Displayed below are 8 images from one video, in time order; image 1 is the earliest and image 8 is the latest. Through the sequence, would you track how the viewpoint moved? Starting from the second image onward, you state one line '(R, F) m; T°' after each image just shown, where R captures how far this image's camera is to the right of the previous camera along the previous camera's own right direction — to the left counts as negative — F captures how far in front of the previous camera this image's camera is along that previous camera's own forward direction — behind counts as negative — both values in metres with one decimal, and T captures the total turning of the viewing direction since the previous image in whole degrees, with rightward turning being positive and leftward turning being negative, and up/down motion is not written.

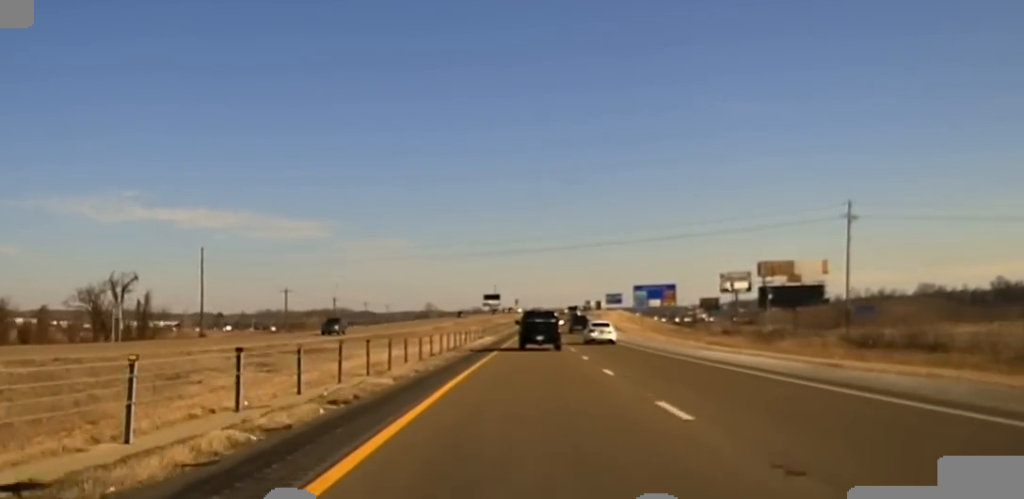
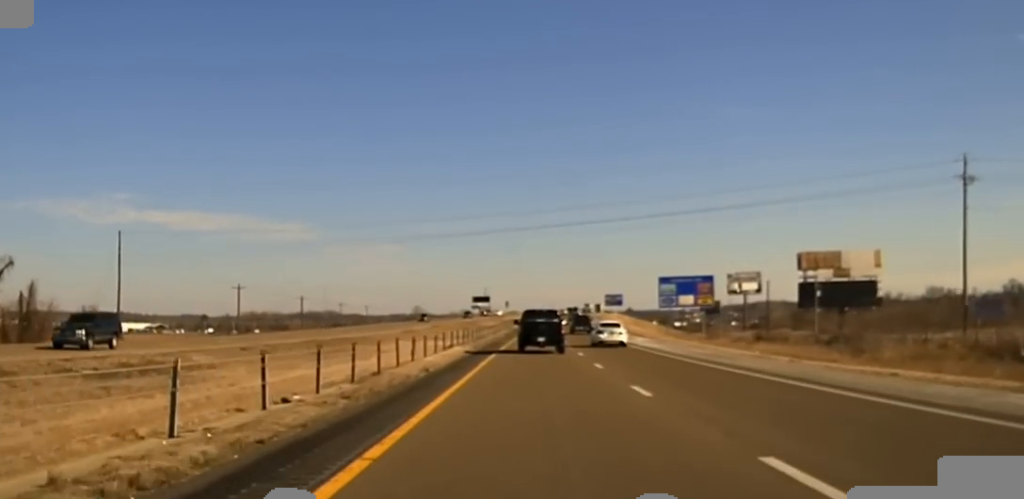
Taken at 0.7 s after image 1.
(+0.1, +28.3) m; +1°
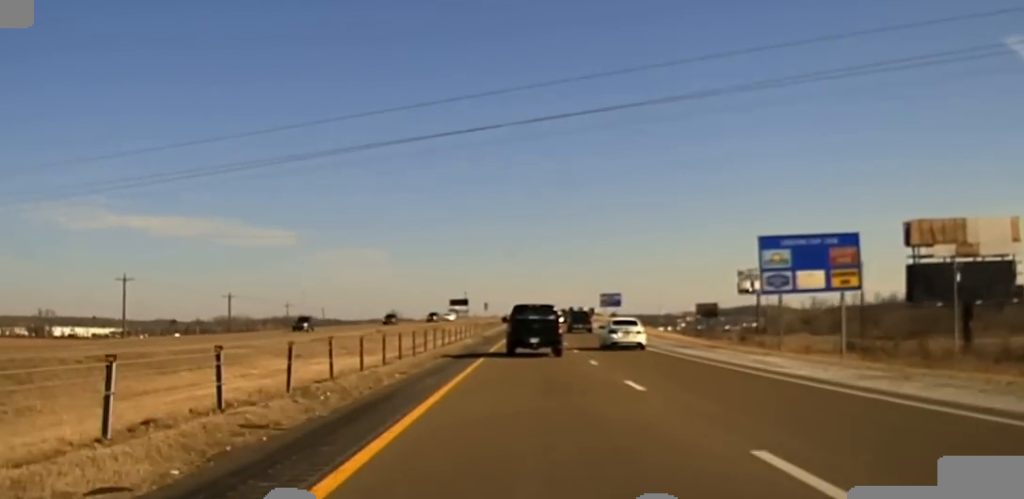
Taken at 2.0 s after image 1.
(+0.6, +50.5) m; +1°
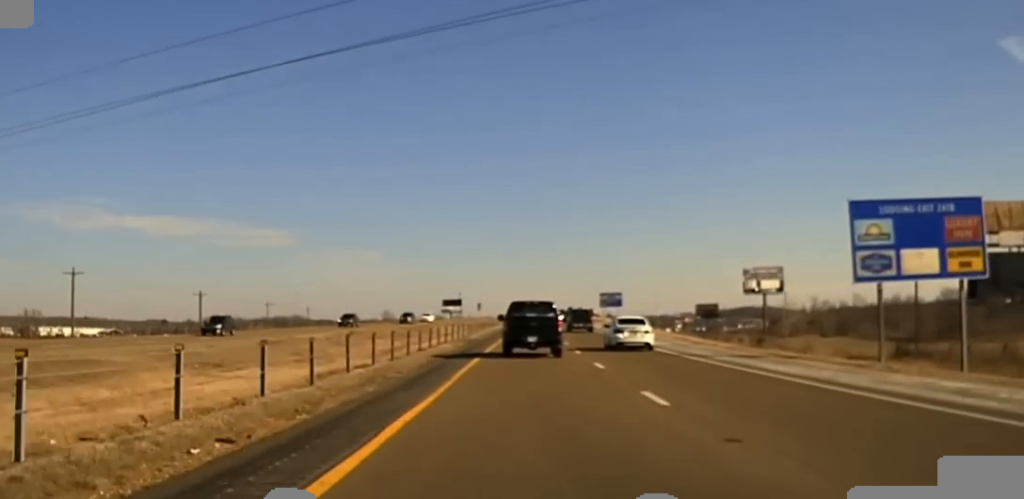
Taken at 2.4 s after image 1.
(0.0, +15.0) m; 0°
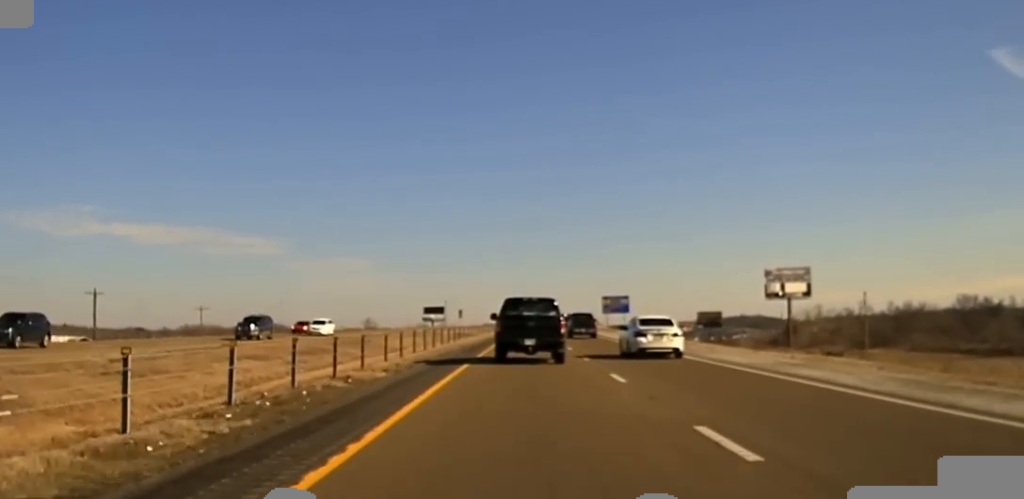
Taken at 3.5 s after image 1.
(0.0, +39.1) m; +1°
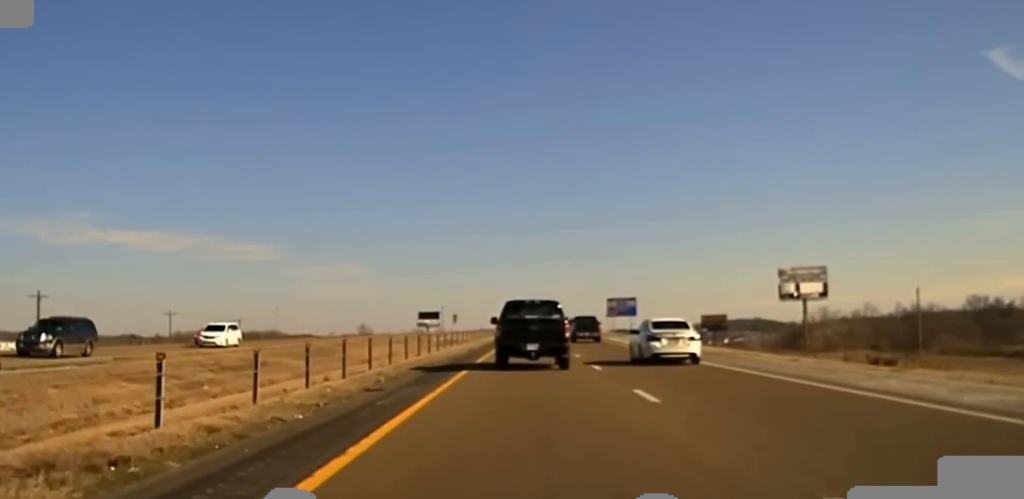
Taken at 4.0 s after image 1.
(+0.1, +17.2) m; 0°
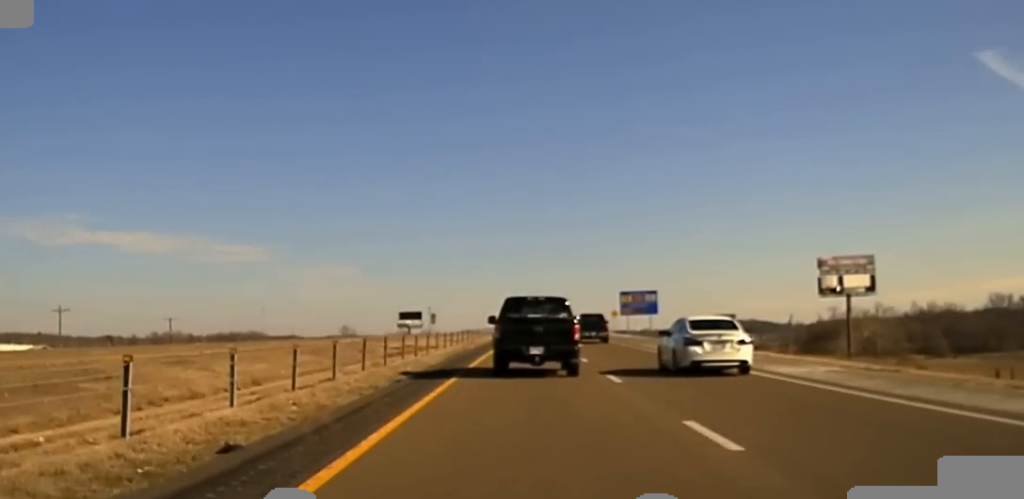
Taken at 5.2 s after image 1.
(+0.3, +44.1) m; +1°
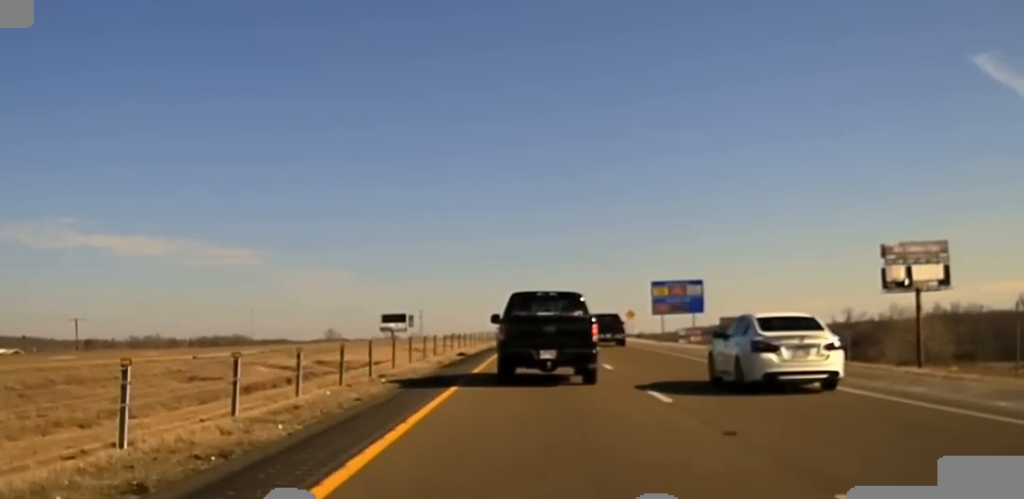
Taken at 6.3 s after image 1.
(+0.2, +39.7) m; +1°
